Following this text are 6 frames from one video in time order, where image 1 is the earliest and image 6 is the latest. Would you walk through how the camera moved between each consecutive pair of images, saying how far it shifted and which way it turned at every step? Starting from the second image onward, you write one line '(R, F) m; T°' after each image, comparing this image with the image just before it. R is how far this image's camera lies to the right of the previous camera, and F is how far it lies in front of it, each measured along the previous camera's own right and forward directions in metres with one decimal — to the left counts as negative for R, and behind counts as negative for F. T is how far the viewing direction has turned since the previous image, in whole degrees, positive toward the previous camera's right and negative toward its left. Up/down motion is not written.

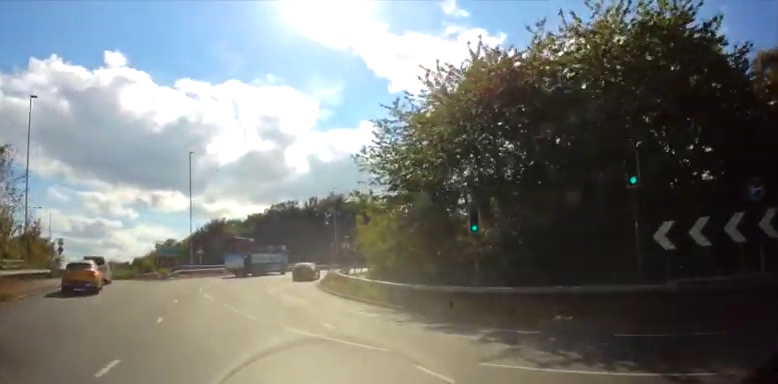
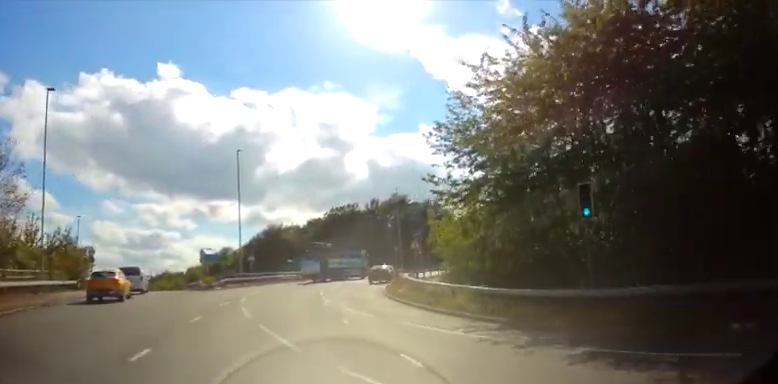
(+1.6, +2.0) m; -1°
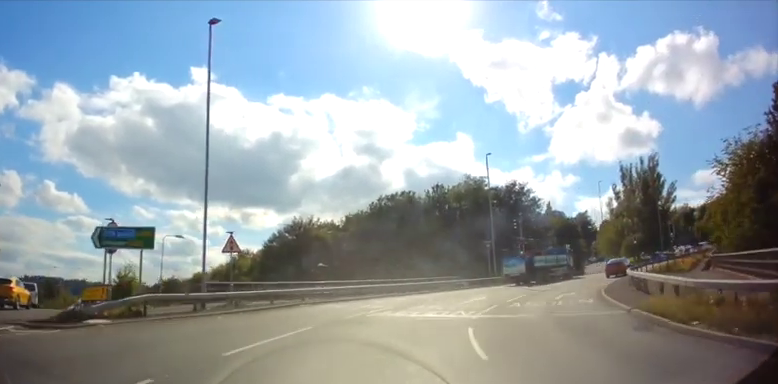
(-9.9, +20.3) m; -36°
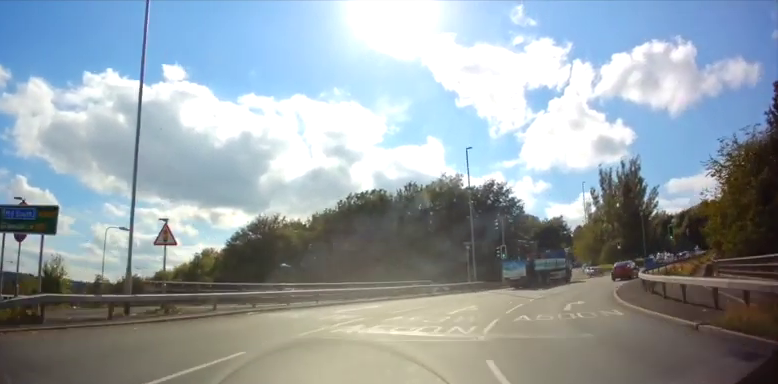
(-1.2, +3.4) m; +14°
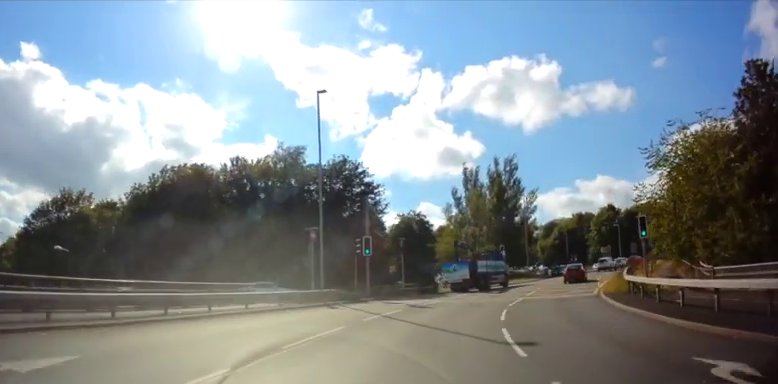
(+7.4, +12.3) m; +38°
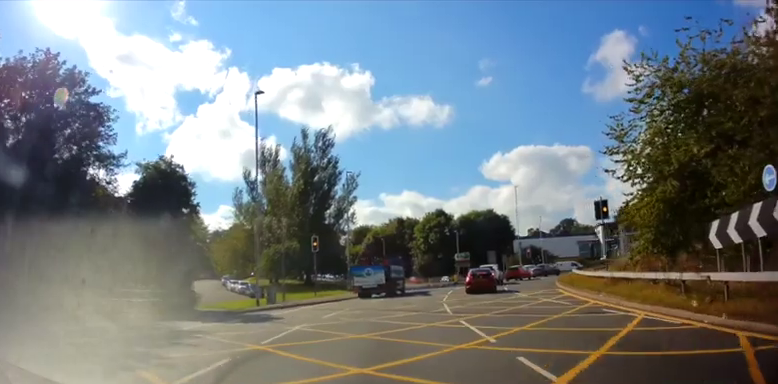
(+2.9, +22.9) m; +21°
